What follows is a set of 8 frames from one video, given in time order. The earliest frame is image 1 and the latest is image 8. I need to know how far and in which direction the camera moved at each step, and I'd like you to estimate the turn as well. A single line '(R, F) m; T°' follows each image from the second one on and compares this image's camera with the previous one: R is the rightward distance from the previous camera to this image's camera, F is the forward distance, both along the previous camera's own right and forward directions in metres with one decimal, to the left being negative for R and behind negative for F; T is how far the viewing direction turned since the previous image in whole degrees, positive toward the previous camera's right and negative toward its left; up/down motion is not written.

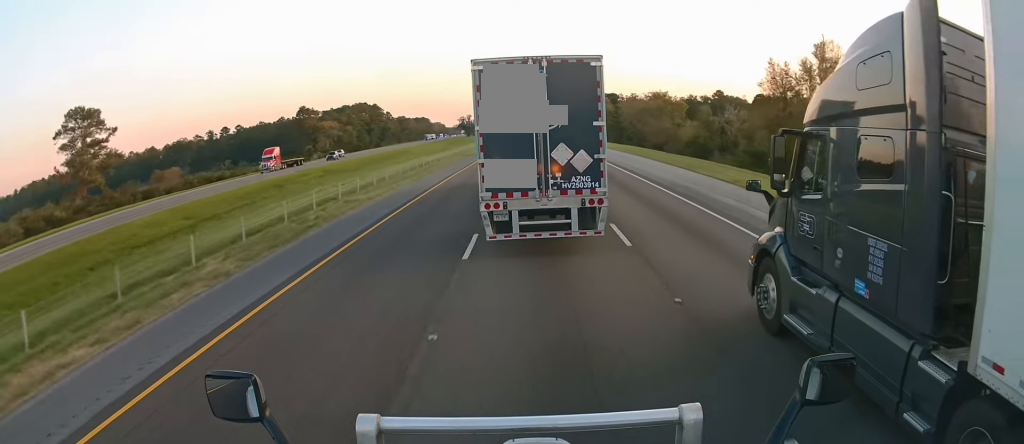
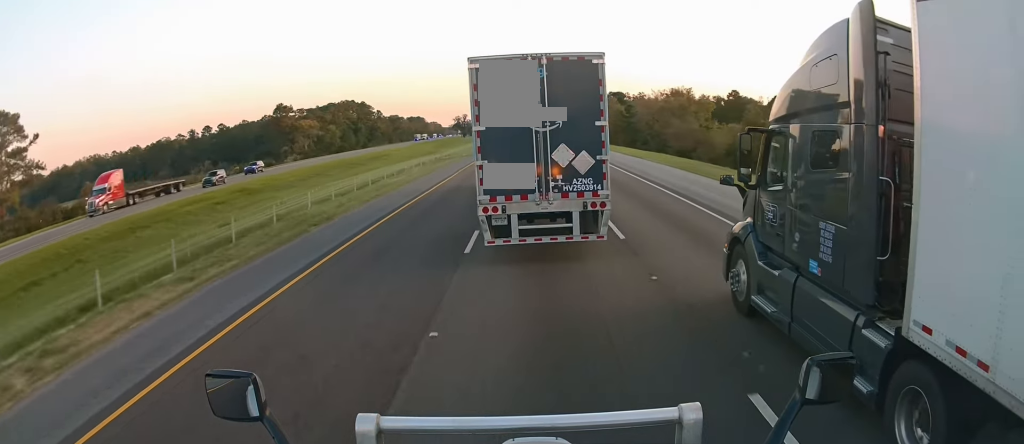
(+0.2, +23.8) m; 0°
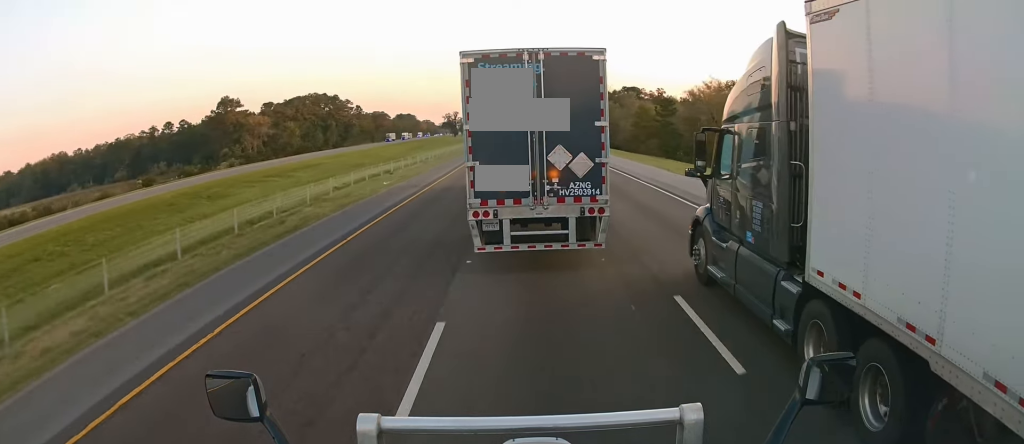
(-0.1, +45.1) m; 0°
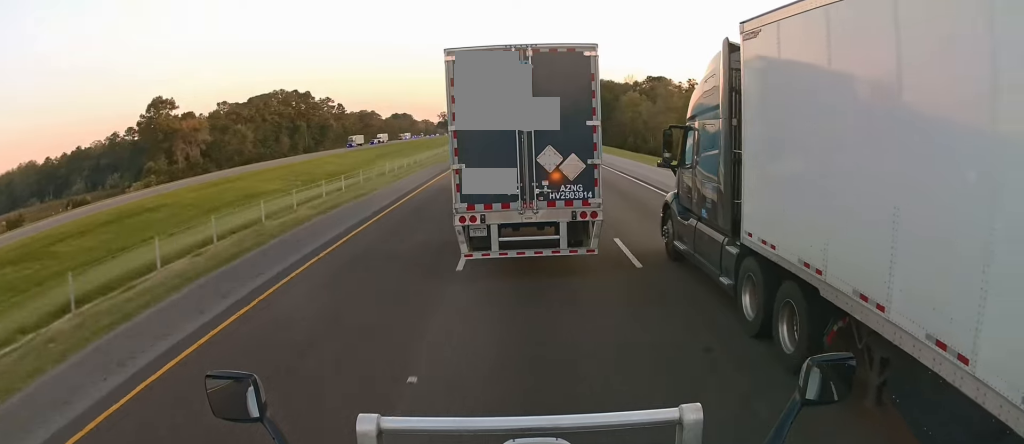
(+0.3, +42.8) m; 0°
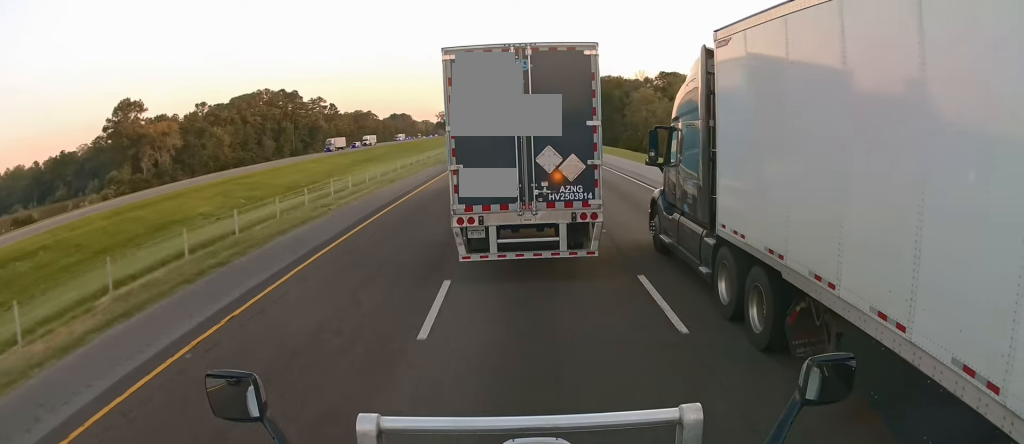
(-0.2, +16.3) m; 0°
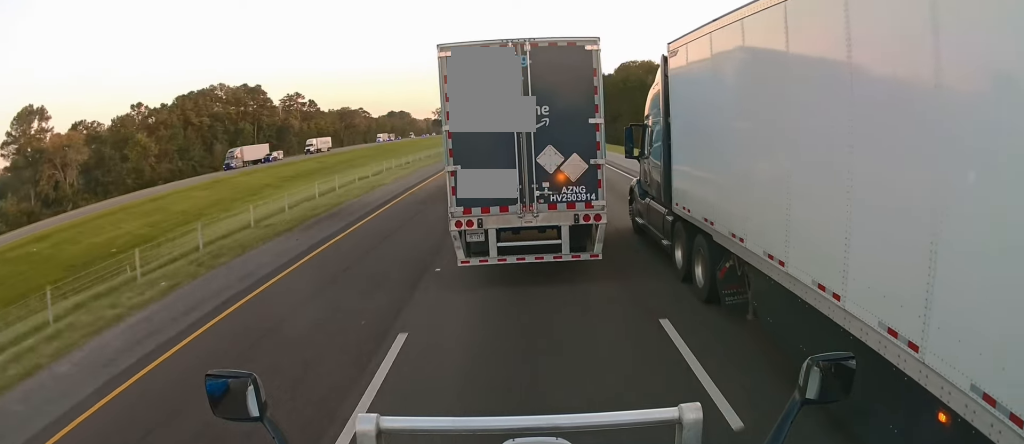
(+0.1, +39.8) m; -1°
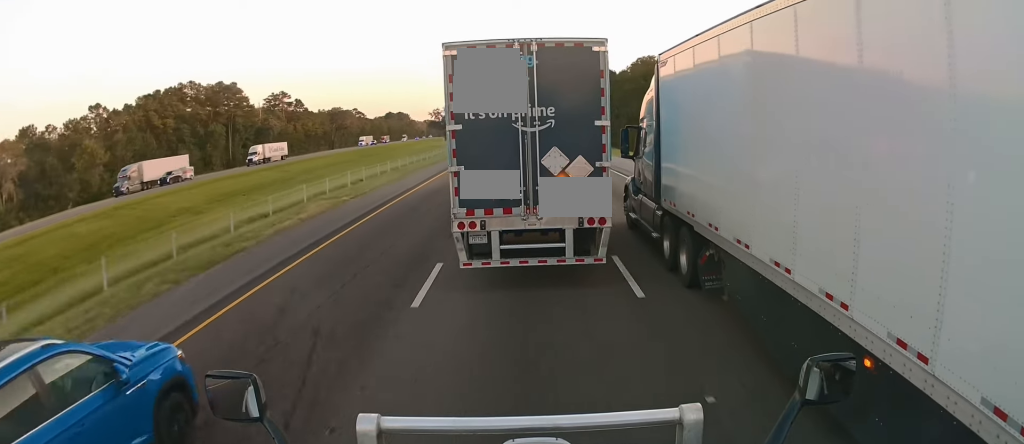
(-0.5, +20.2) m; 0°
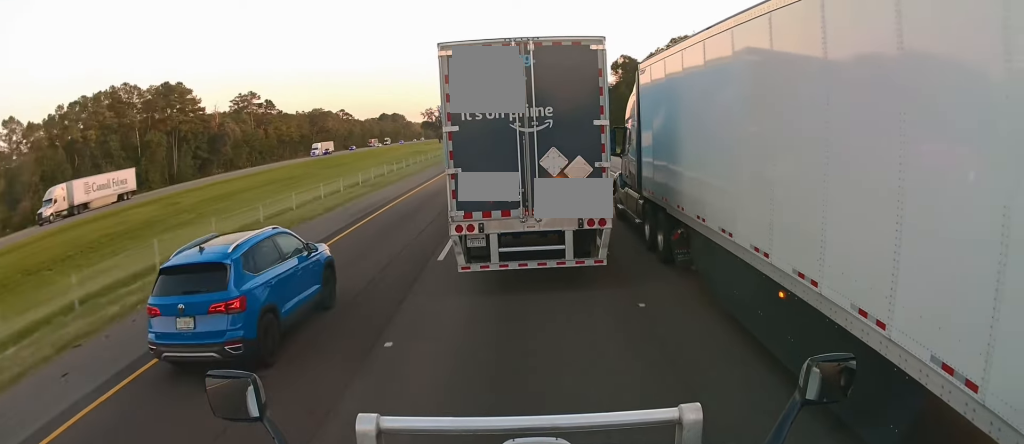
(+0.6, +33.3) m; 0°
